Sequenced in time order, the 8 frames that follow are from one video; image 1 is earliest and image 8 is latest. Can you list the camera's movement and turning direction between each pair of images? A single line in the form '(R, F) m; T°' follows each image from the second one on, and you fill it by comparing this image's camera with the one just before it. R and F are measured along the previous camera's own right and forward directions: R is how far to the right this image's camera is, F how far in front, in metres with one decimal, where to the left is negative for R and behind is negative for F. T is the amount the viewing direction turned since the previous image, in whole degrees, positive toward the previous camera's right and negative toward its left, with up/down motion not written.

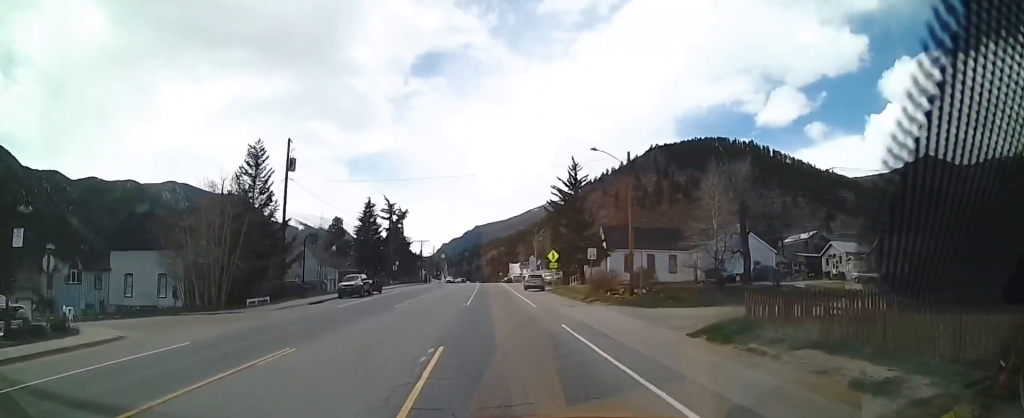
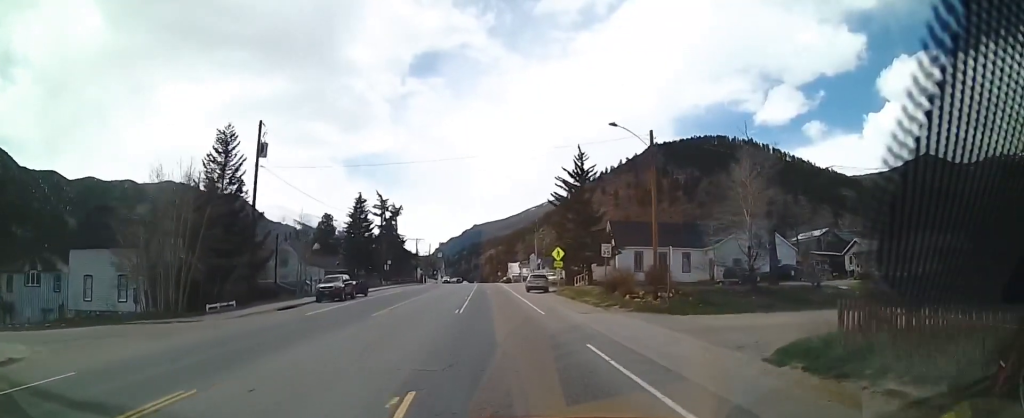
(0.0, +5.3) m; 0°
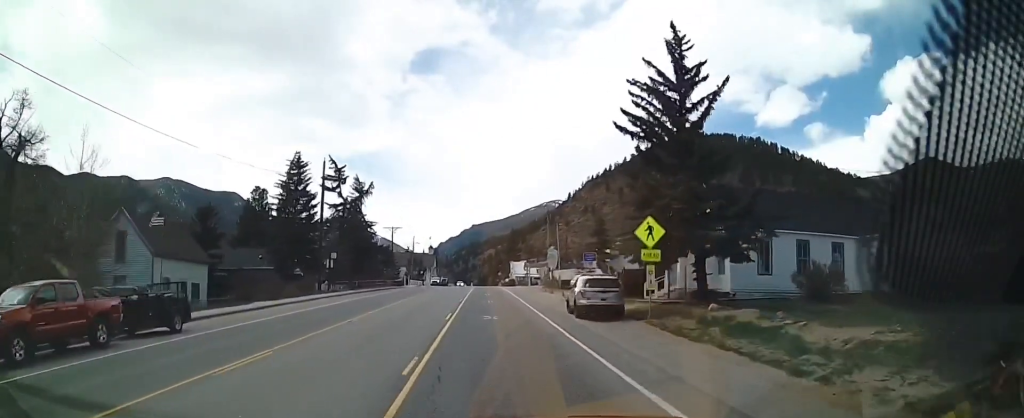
(-0.1, +28.7) m; 0°
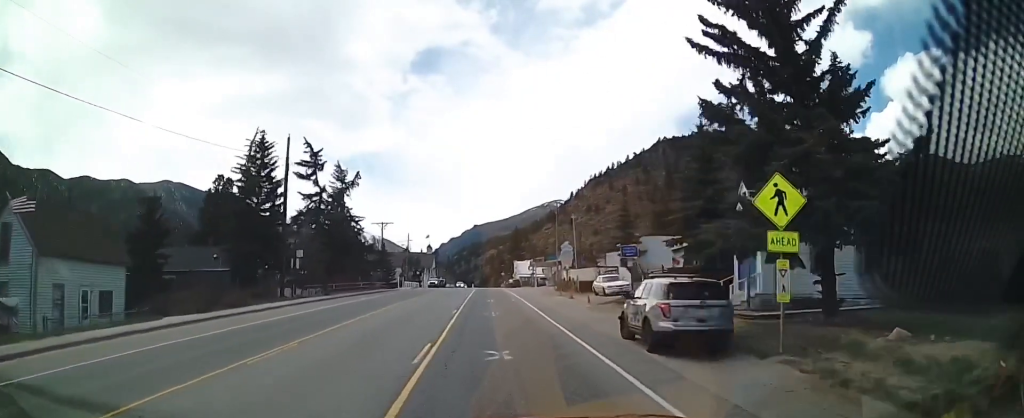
(0.0, +10.2) m; 0°
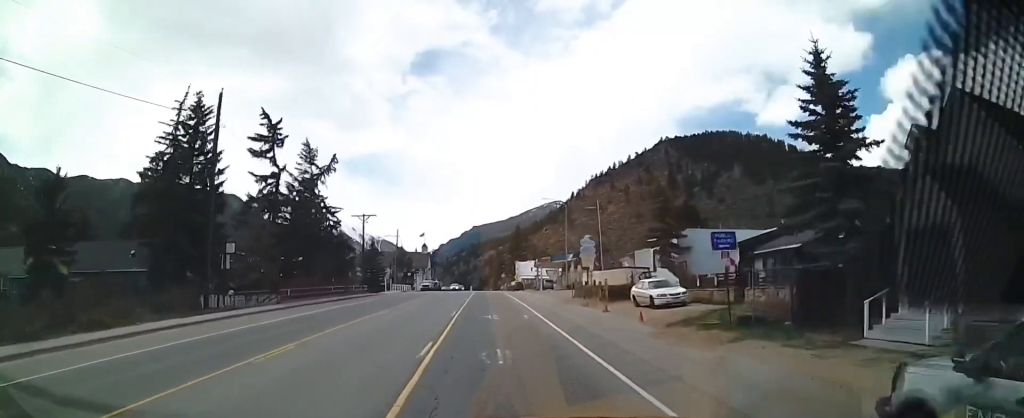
(0.0, +11.9) m; 0°
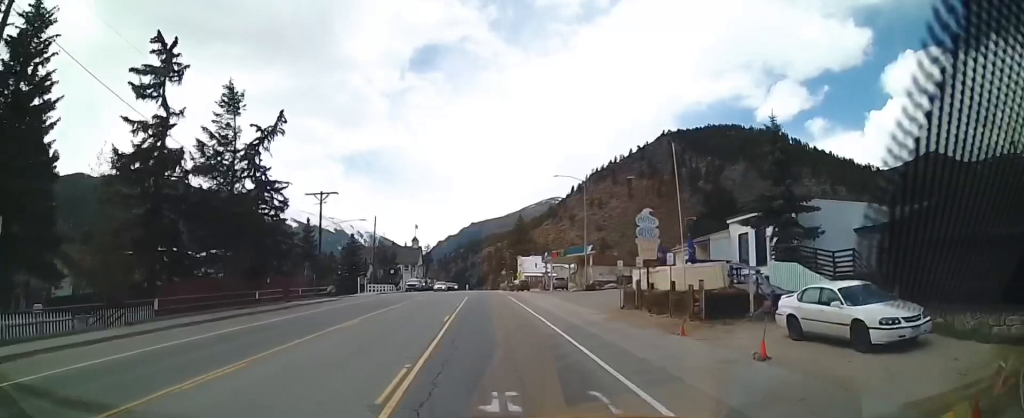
(+0.1, +17.4) m; 0°
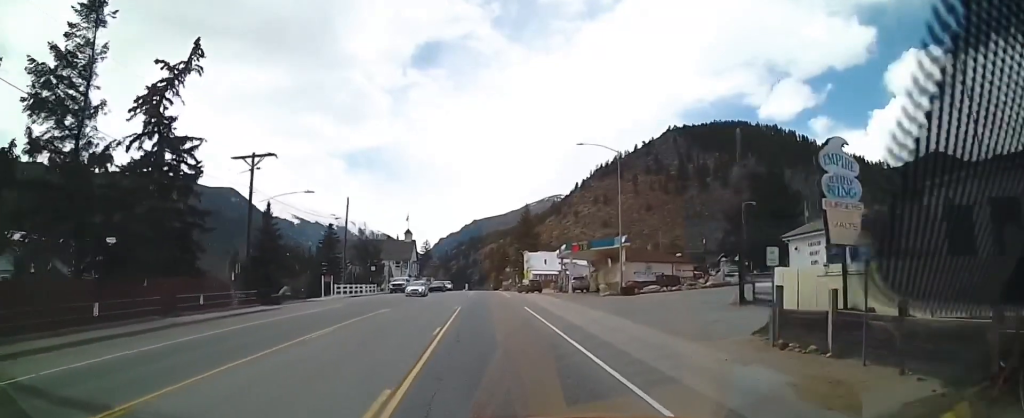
(-0.1, +16.2) m; 0°
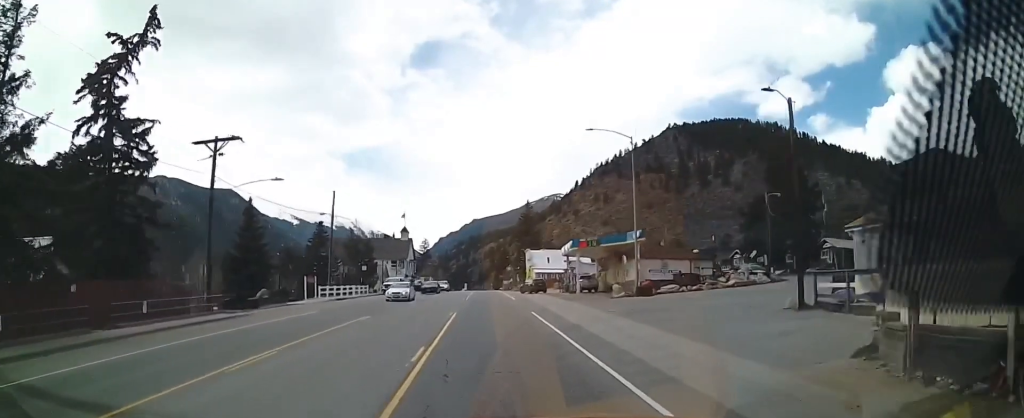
(0.0, +5.3) m; 0°
